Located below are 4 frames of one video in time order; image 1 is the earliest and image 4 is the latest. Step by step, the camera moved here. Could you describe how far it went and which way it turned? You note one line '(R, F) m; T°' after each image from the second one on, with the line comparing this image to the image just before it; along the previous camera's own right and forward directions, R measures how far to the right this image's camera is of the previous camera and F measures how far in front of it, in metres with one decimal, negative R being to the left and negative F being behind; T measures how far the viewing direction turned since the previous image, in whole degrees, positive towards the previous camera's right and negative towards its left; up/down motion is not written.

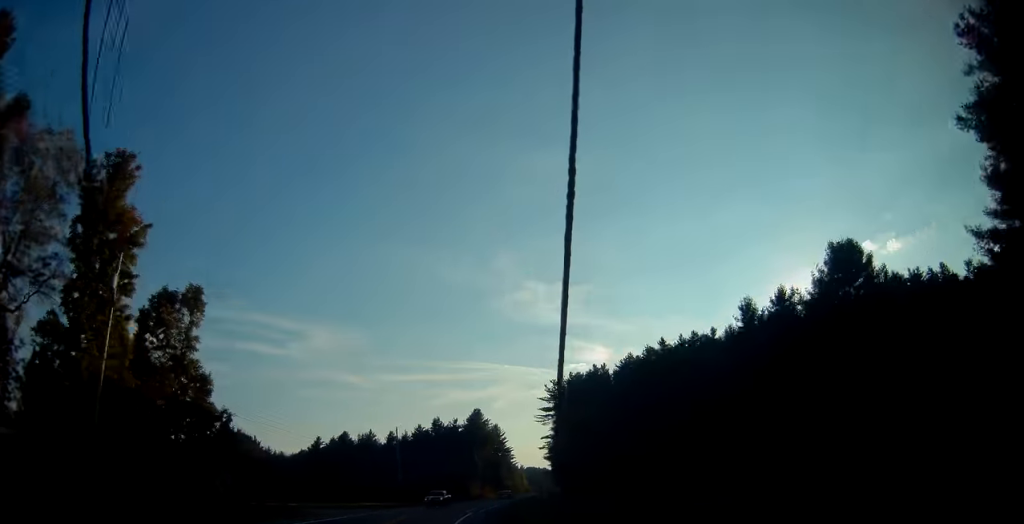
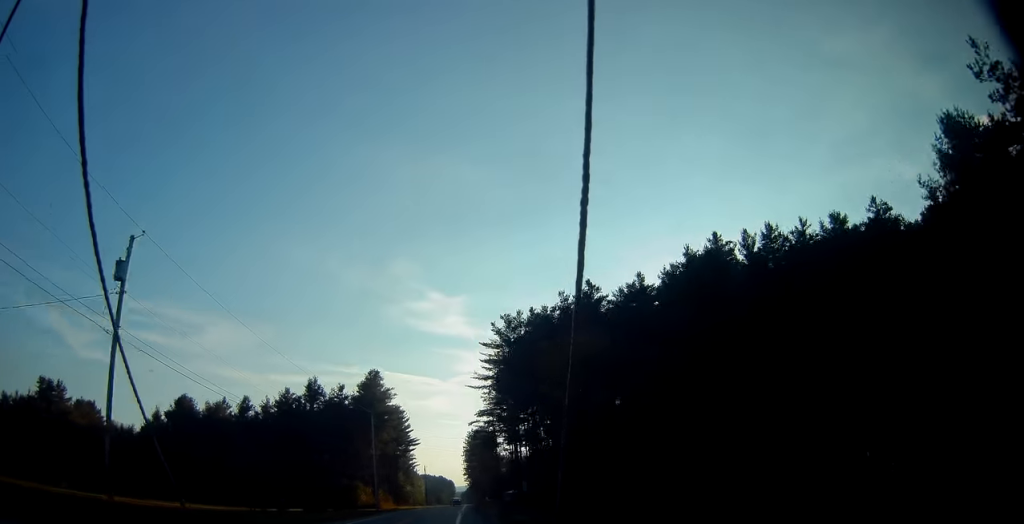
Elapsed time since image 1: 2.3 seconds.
(+4.9, +55.5) m; +11°
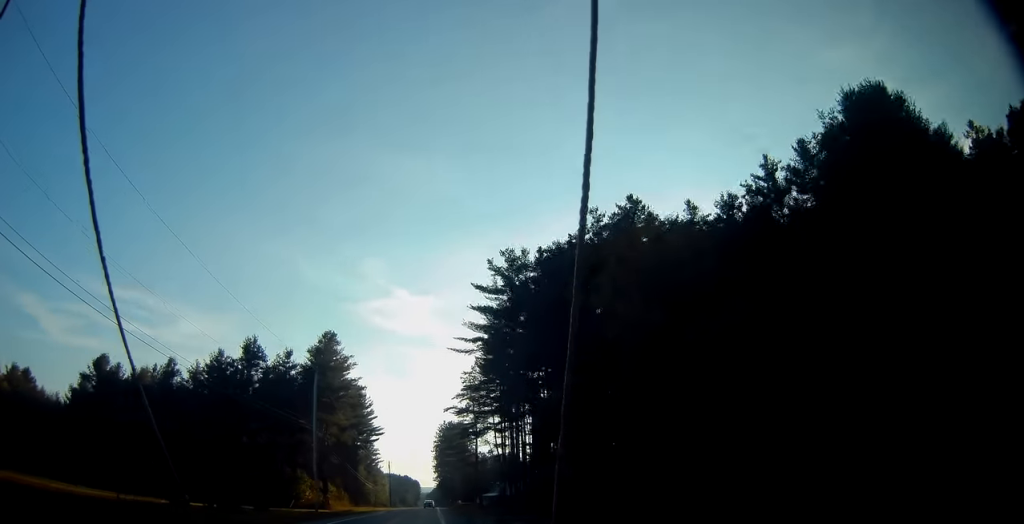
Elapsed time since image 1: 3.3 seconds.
(+0.5, +23.0) m; +3°
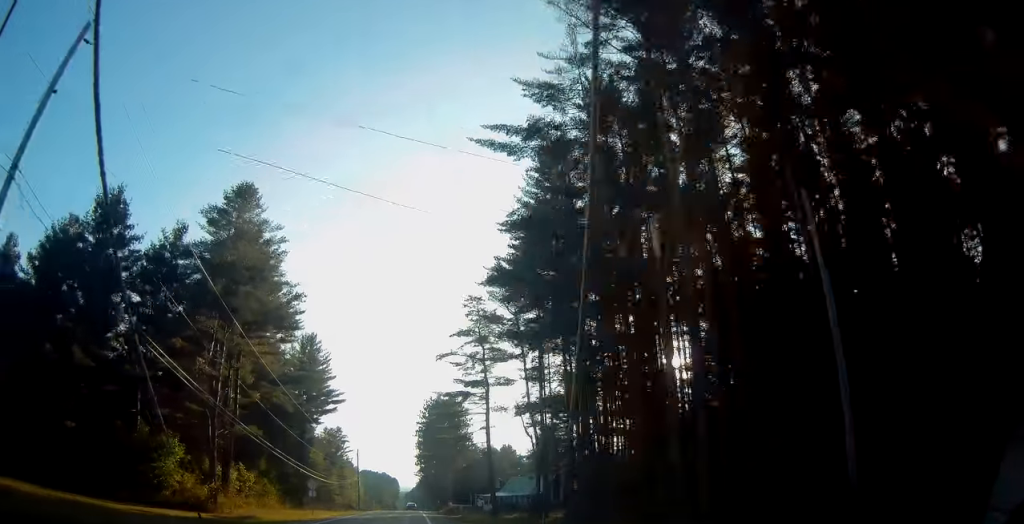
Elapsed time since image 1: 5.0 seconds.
(+2.1, +39.2) m; +4°
